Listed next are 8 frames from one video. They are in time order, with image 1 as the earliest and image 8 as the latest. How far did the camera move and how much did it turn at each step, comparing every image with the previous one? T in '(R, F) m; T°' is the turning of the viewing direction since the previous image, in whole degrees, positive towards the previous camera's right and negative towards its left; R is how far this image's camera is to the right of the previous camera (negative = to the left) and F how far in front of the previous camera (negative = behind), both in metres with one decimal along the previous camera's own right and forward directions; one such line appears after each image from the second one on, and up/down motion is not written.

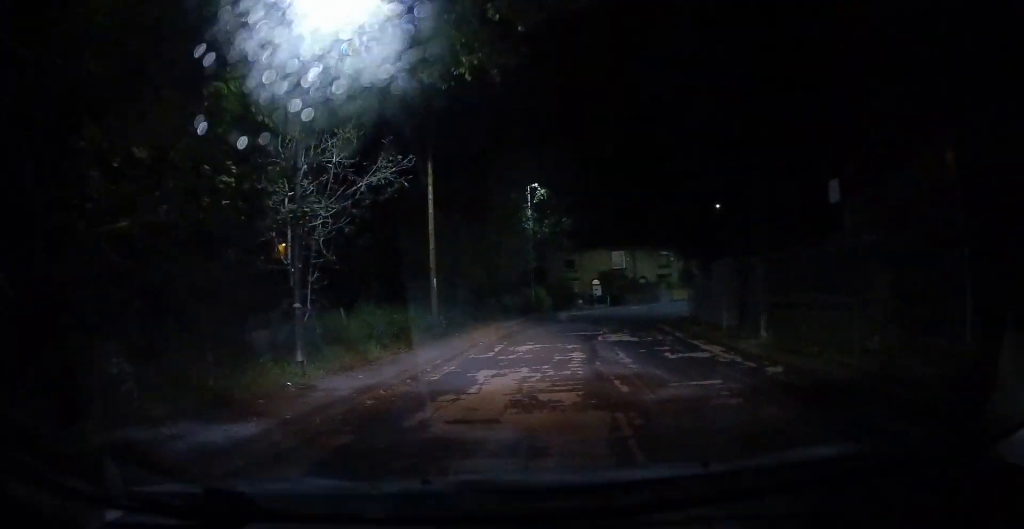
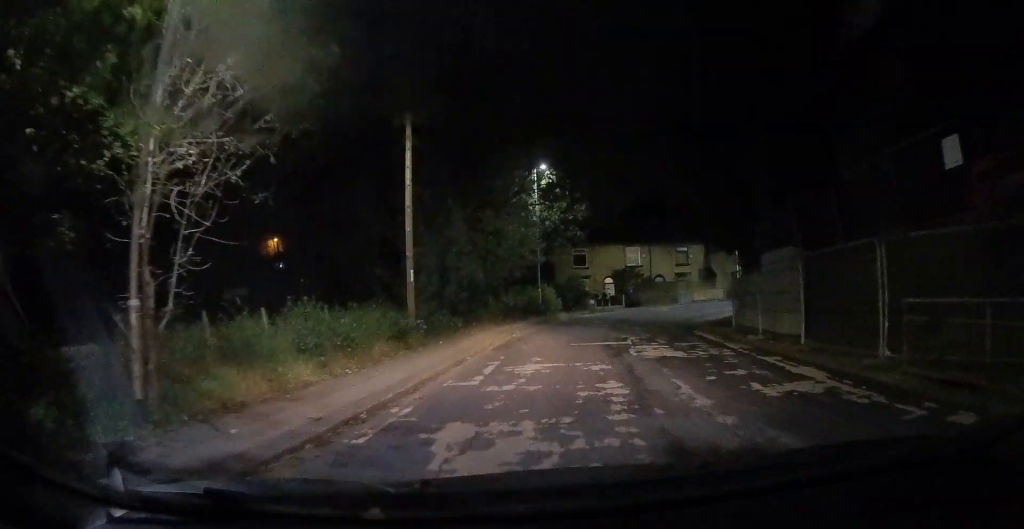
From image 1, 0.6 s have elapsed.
(0.0, +4.6) m; 0°
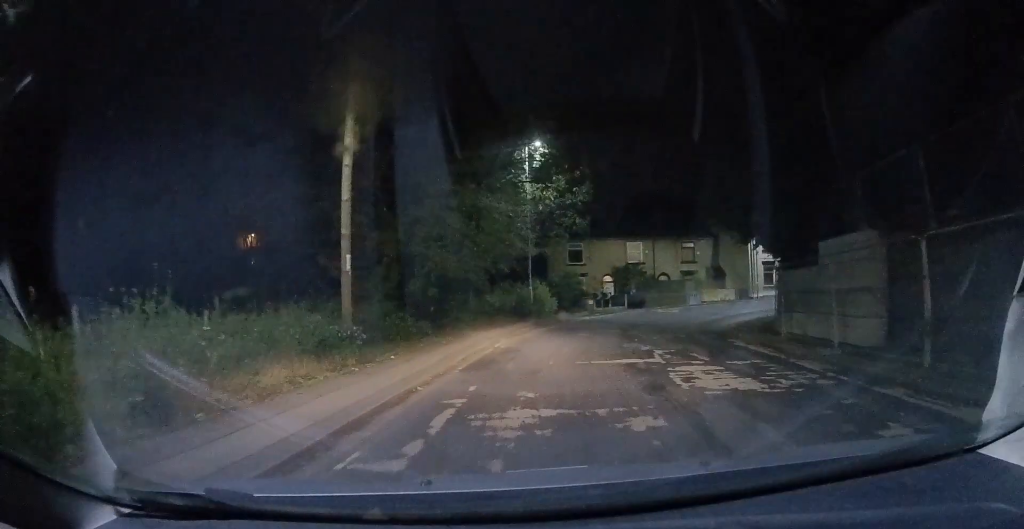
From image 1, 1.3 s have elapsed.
(0.0, +4.5) m; +2°
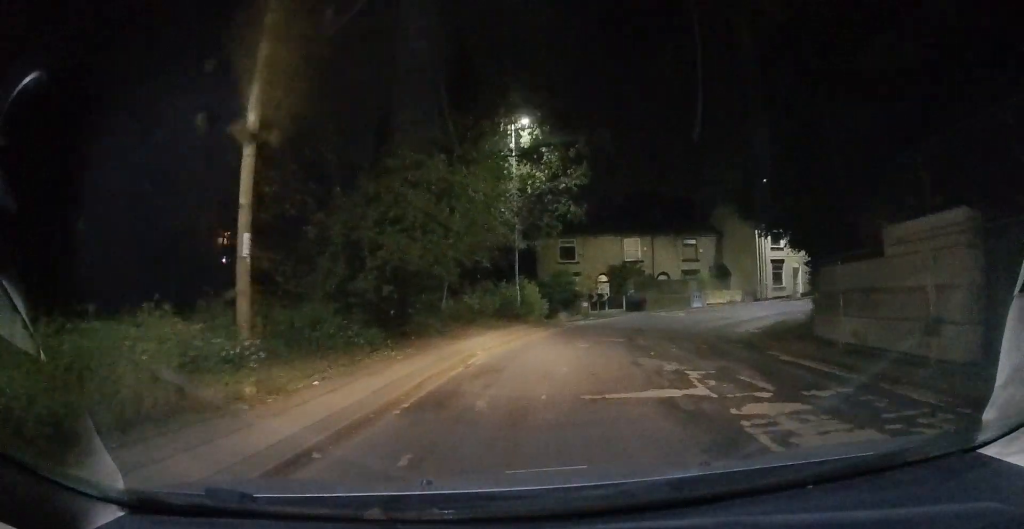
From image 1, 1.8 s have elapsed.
(+0.1, +3.4) m; +2°
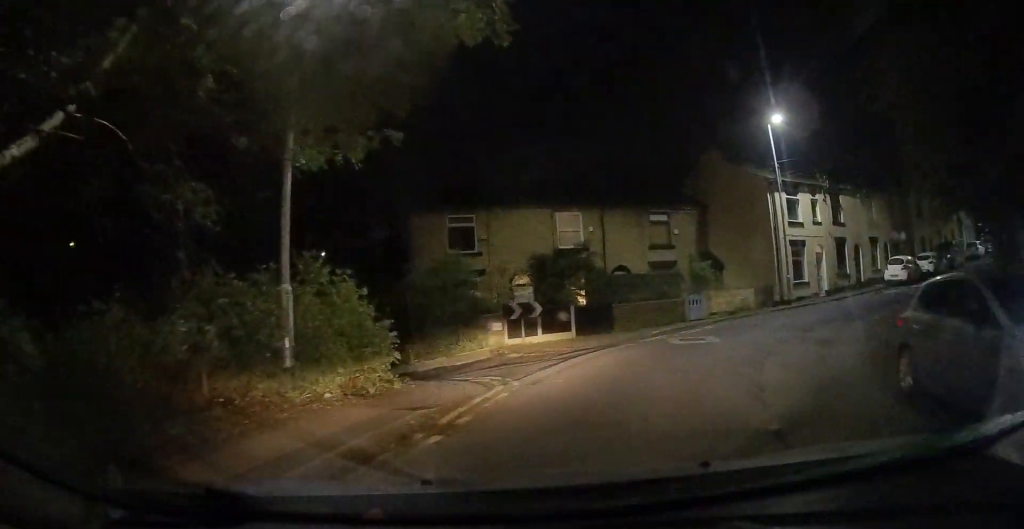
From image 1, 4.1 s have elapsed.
(+1.2, +15.5) m; +7°
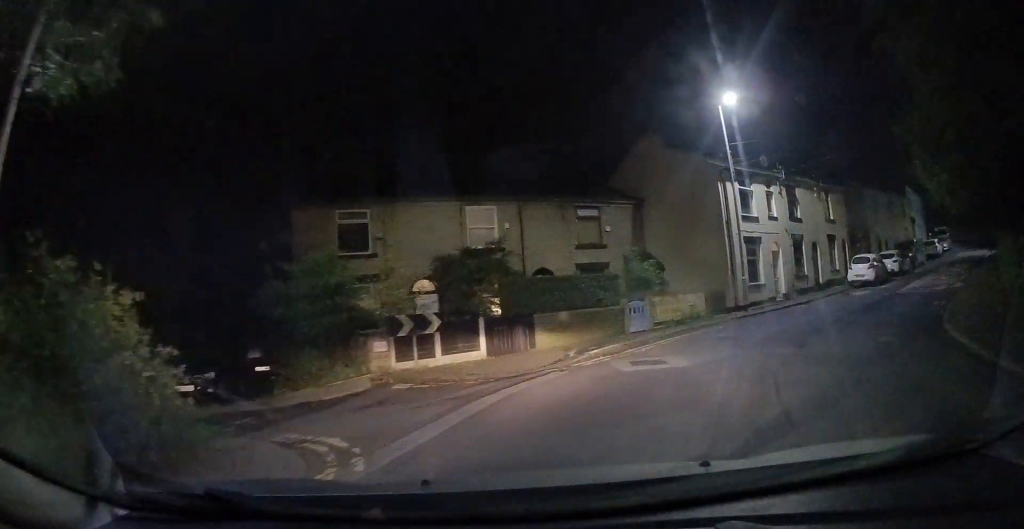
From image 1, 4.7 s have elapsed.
(+0.1, +3.8) m; +7°
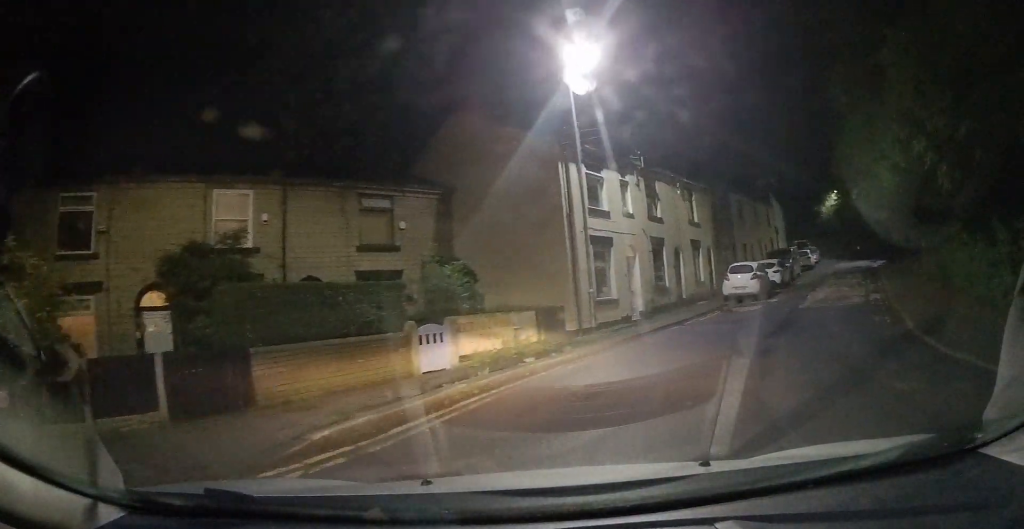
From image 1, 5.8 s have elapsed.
(+0.8, +5.7) m; +23°
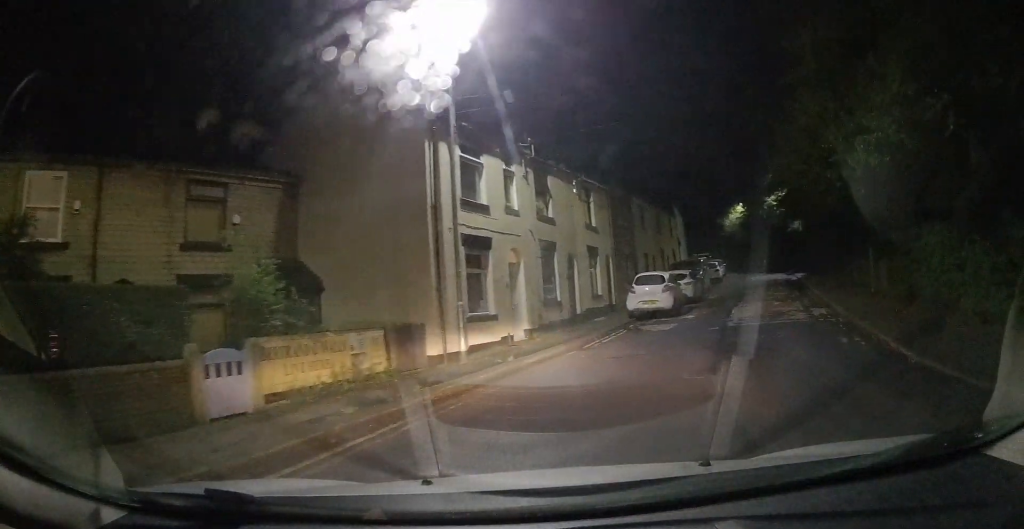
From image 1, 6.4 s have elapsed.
(+0.5, +3.4) m; +15°
